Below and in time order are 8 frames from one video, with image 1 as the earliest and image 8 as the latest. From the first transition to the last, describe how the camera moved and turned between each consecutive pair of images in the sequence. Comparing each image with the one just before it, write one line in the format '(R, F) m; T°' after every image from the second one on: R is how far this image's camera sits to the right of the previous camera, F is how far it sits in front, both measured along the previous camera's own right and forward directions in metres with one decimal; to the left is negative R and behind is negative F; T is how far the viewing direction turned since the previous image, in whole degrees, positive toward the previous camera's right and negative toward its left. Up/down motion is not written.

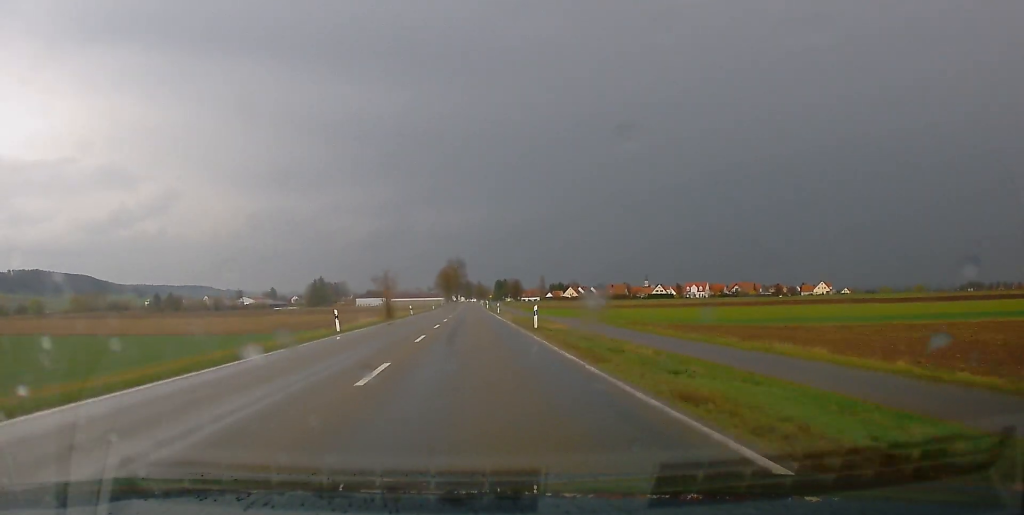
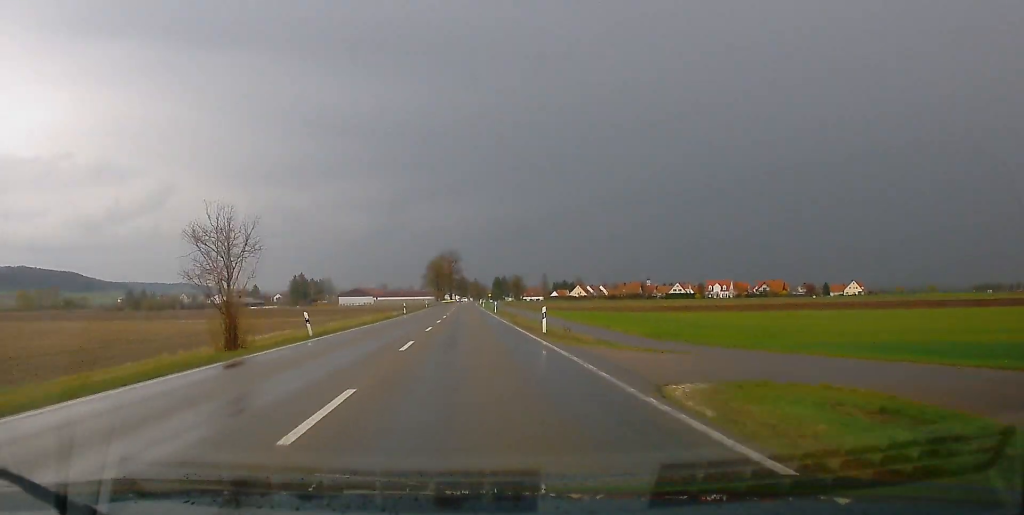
(+0.1, +49.3) m; 0°
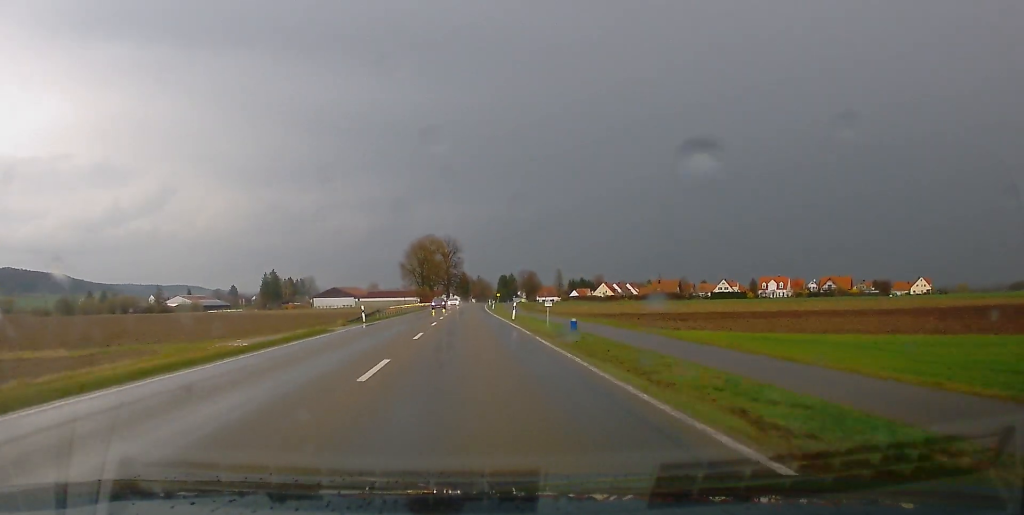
(+0.3, +76.1) m; 0°
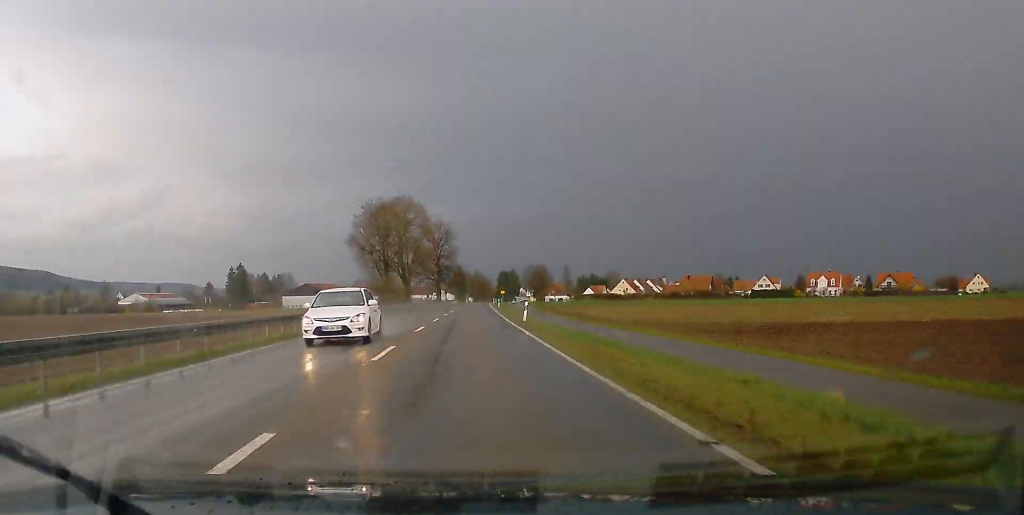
(0.0, +55.3) m; 0°
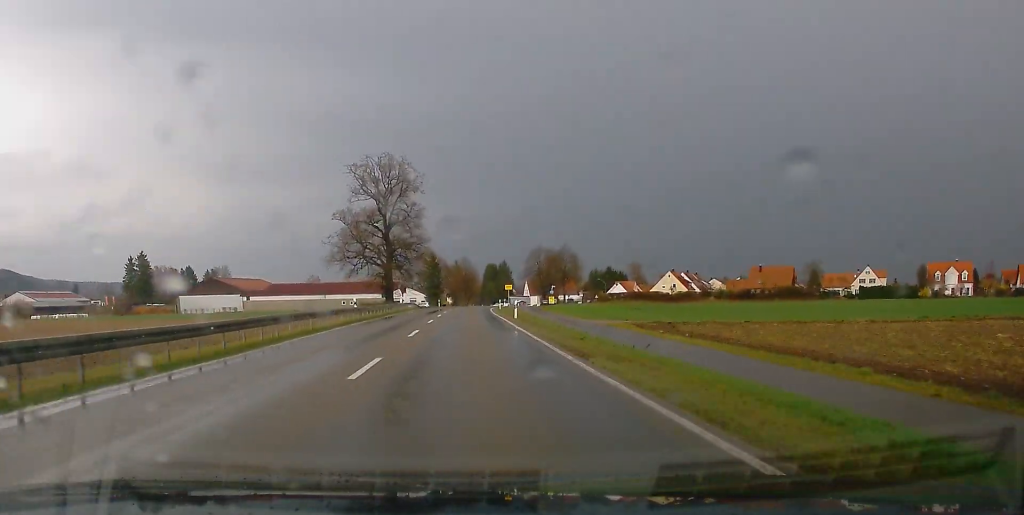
(+1.1, +94.7) m; +2°
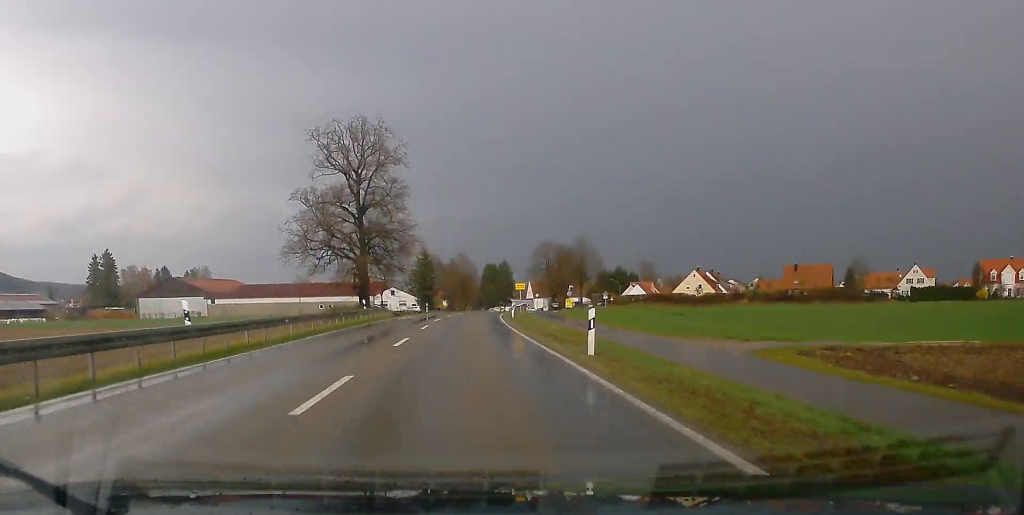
(+0.2, +26.6) m; 0°
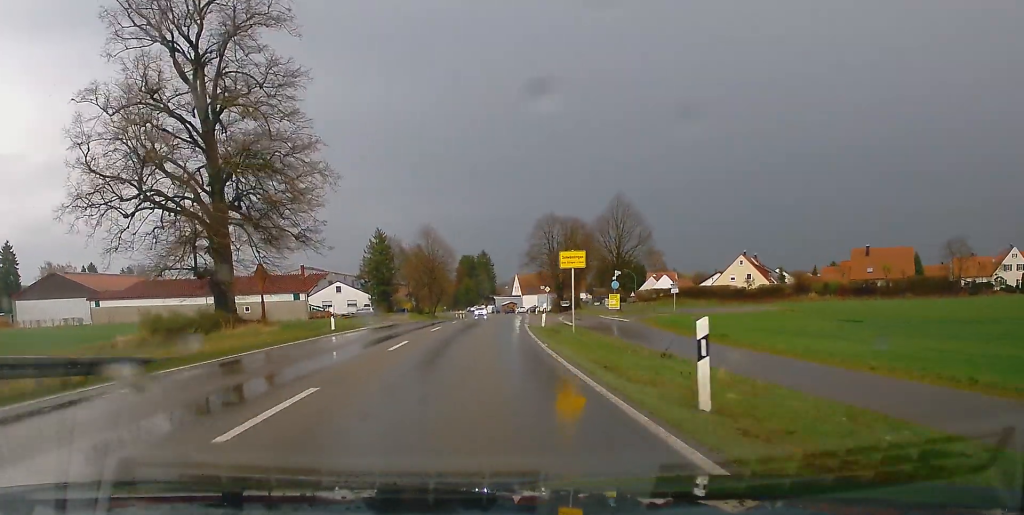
(+0.1, +48.2) m; +2°
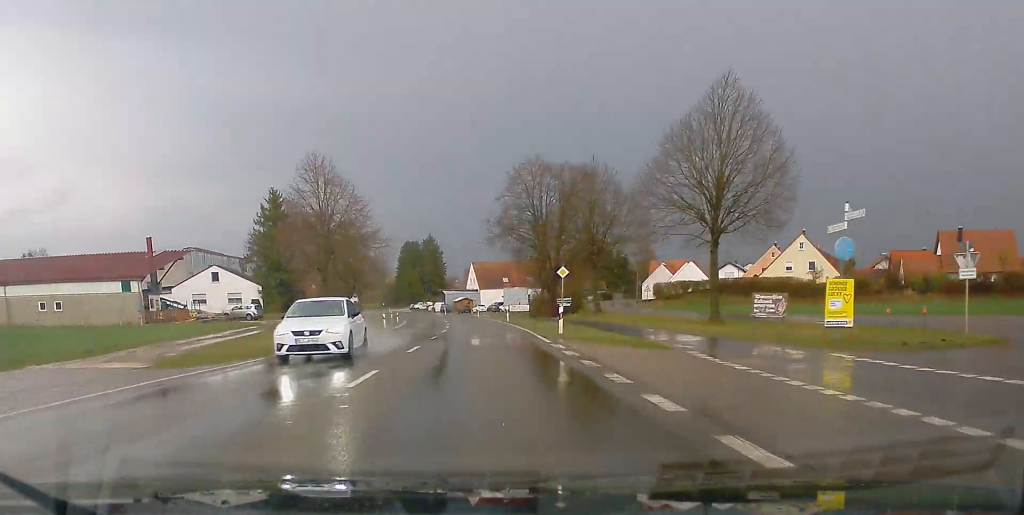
(+2.0, +47.3) m; +3°
